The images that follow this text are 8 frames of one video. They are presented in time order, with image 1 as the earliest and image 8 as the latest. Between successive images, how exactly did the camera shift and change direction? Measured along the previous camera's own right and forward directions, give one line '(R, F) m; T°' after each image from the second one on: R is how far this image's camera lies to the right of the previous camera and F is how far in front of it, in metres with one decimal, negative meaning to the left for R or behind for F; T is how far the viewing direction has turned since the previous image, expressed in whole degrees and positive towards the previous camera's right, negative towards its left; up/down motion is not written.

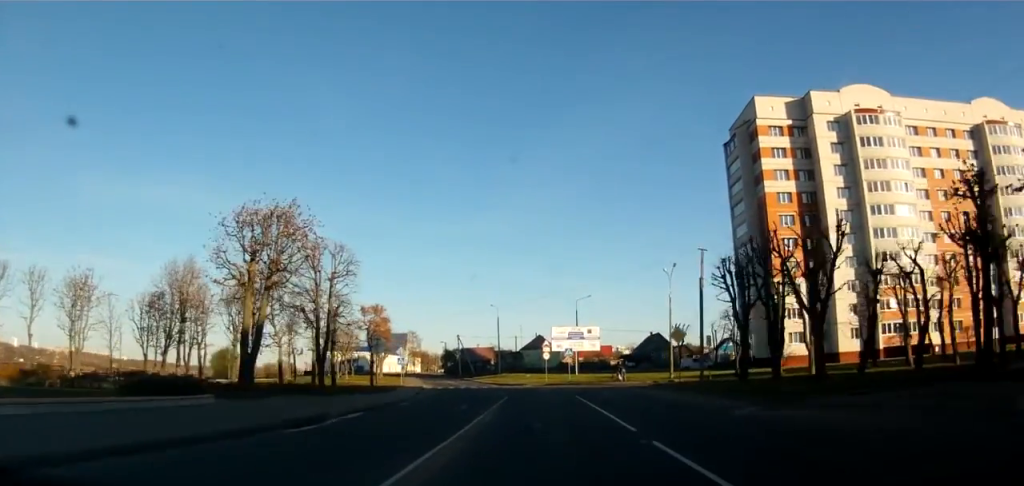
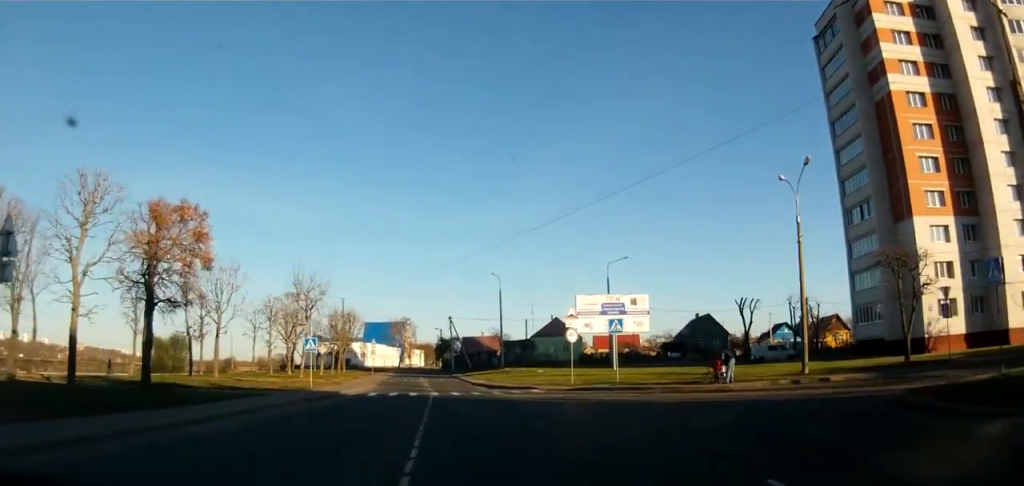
(-0.2, +27.6) m; -4°
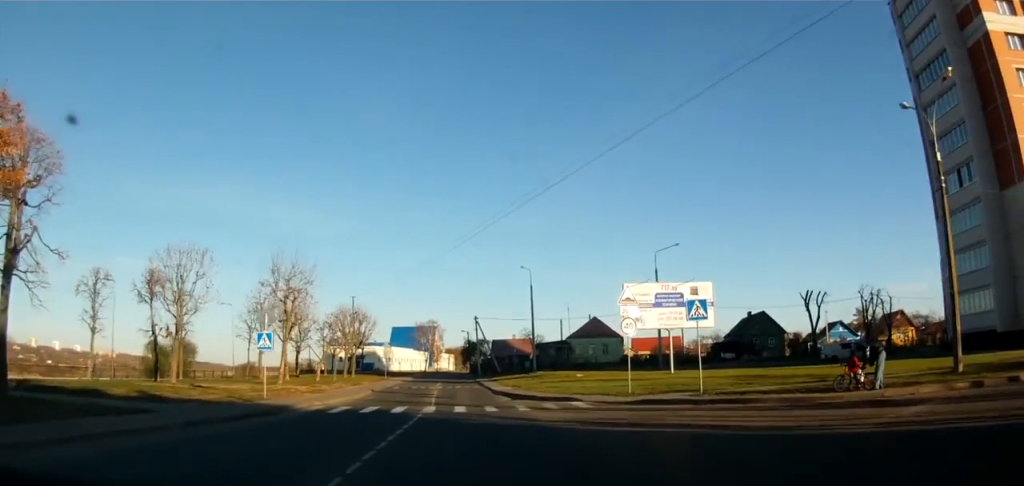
(-0.4, +9.8) m; -3°
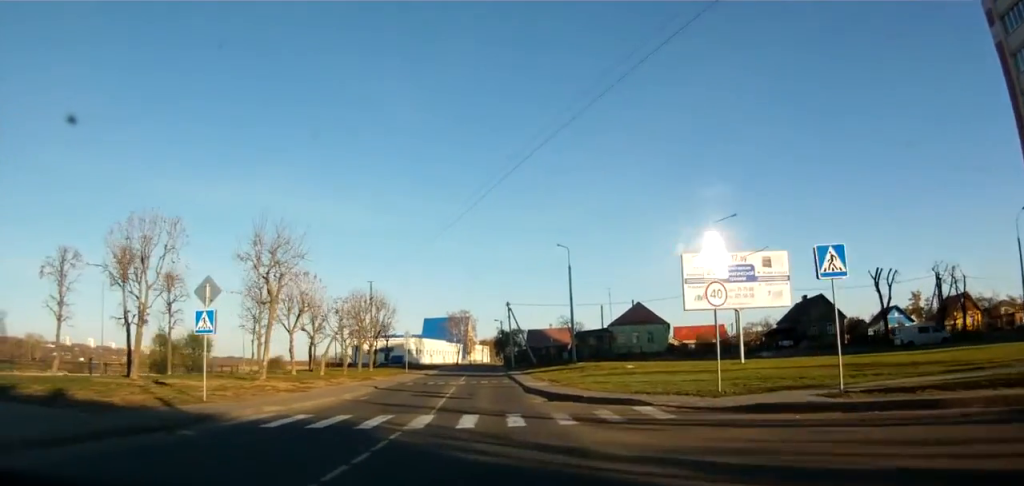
(0.0, +7.5) m; -2°
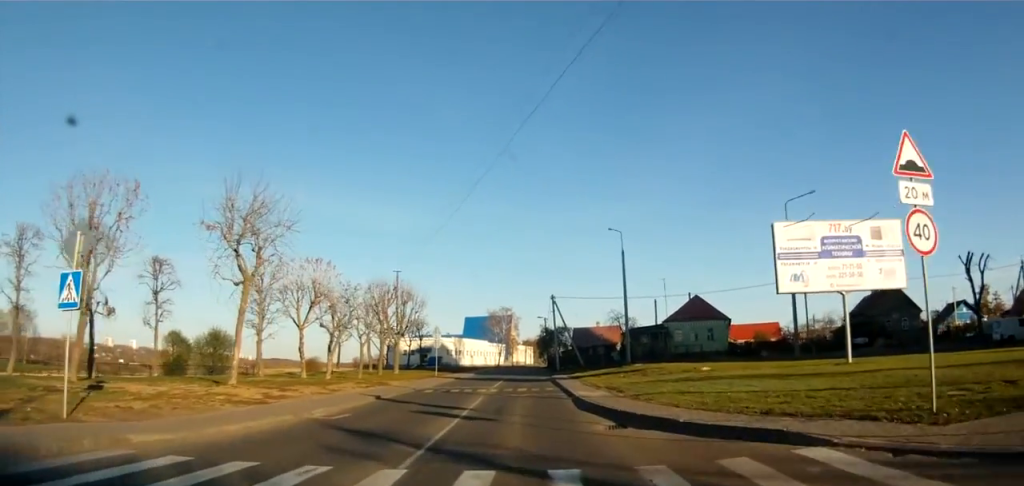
(-0.3, +7.1) m; -1°
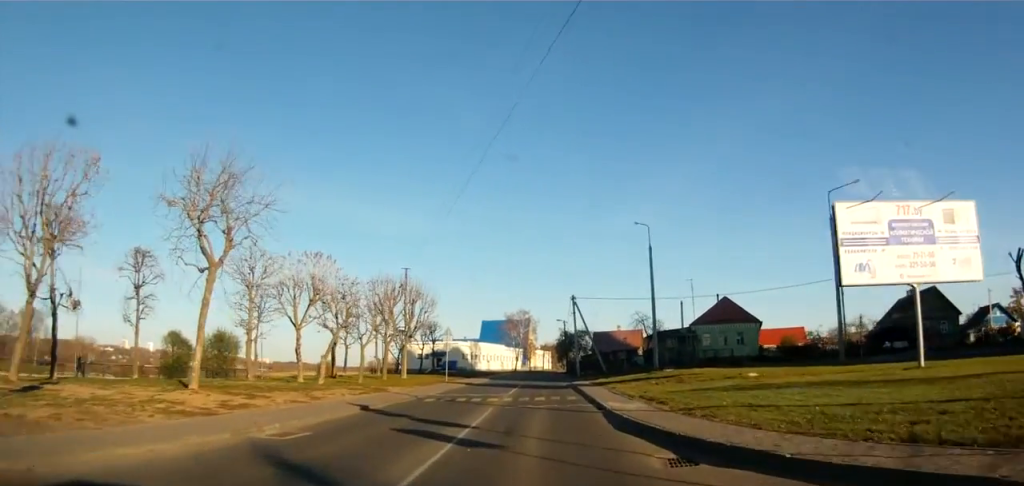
(-0.1, +3.9) m; 0°
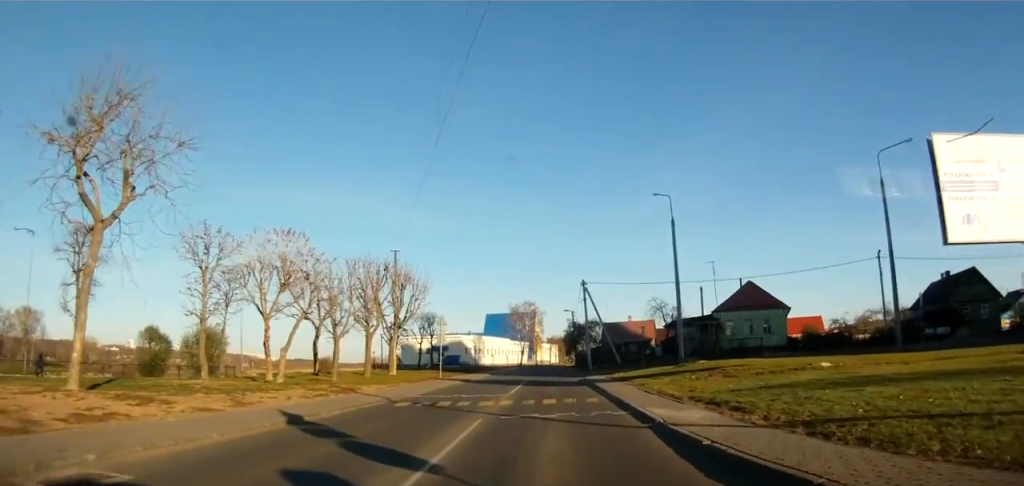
(+0.2, +5.1) m; +1°
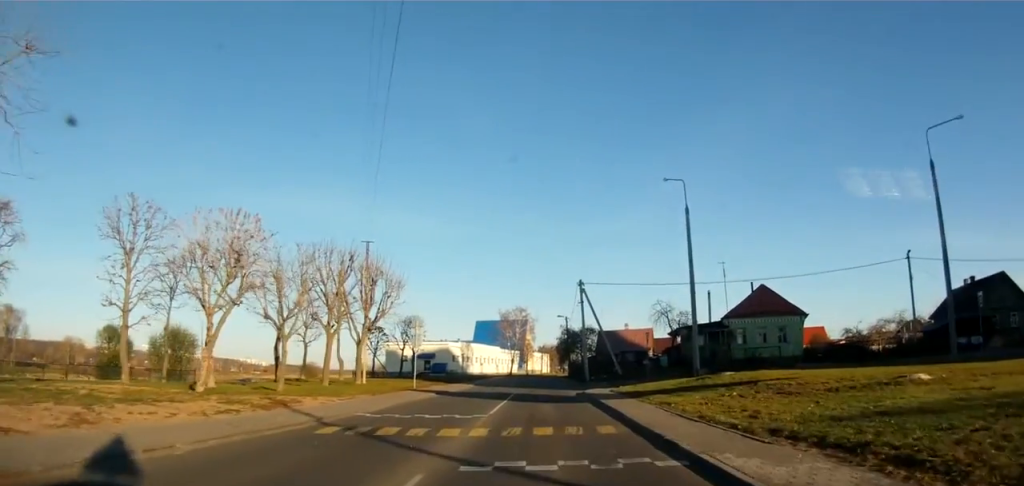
(0.0, +5.2) m; -1°
